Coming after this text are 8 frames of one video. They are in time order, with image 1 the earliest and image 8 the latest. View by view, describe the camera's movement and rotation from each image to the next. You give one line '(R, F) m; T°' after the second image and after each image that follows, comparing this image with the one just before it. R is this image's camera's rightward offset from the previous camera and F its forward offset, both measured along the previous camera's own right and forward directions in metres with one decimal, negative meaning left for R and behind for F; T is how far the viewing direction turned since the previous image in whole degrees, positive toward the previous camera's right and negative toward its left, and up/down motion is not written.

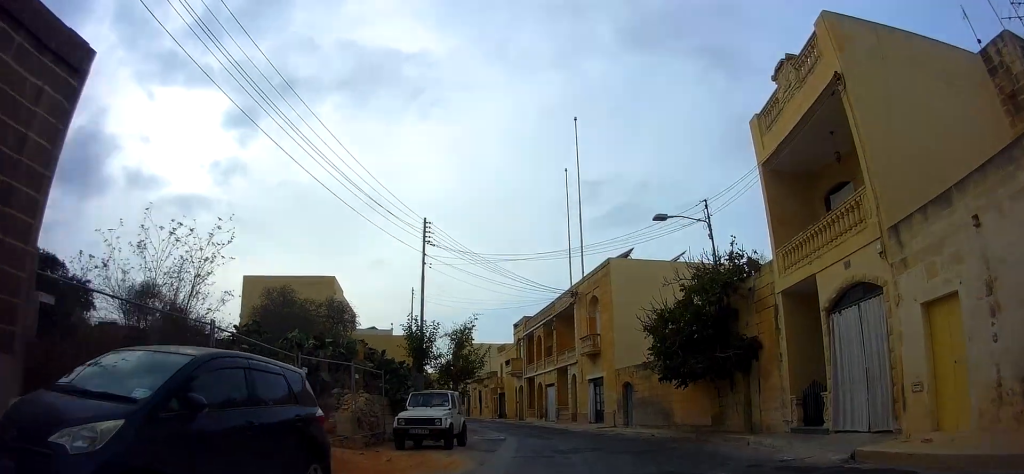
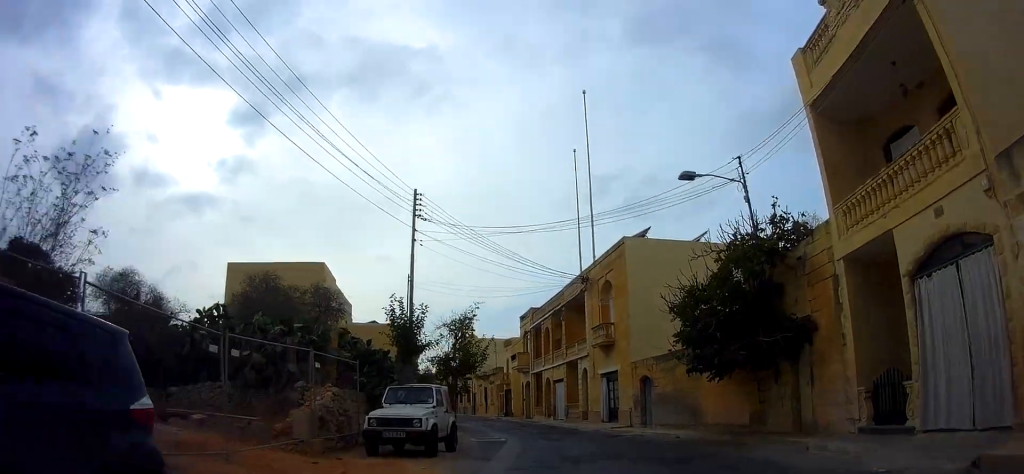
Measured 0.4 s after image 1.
(0.0, +3.0) m; 0°
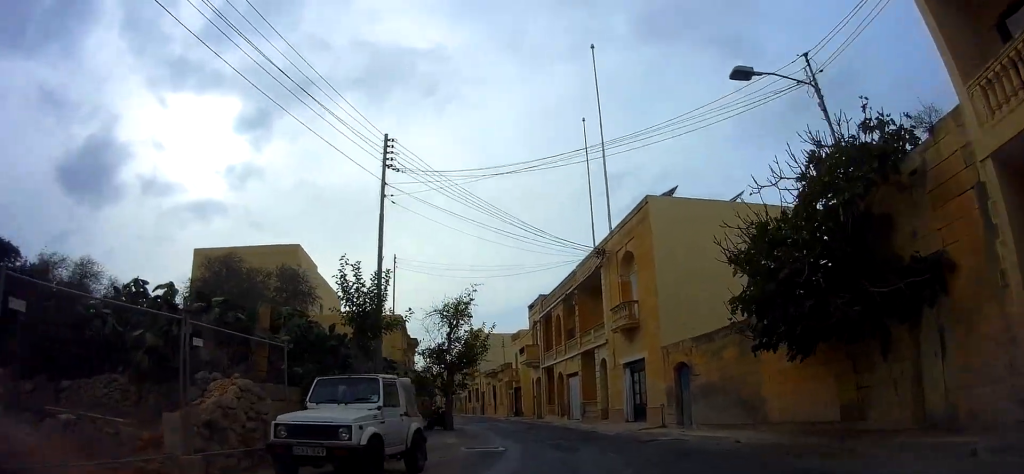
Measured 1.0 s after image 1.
(0.0, +4.8) m; 0°
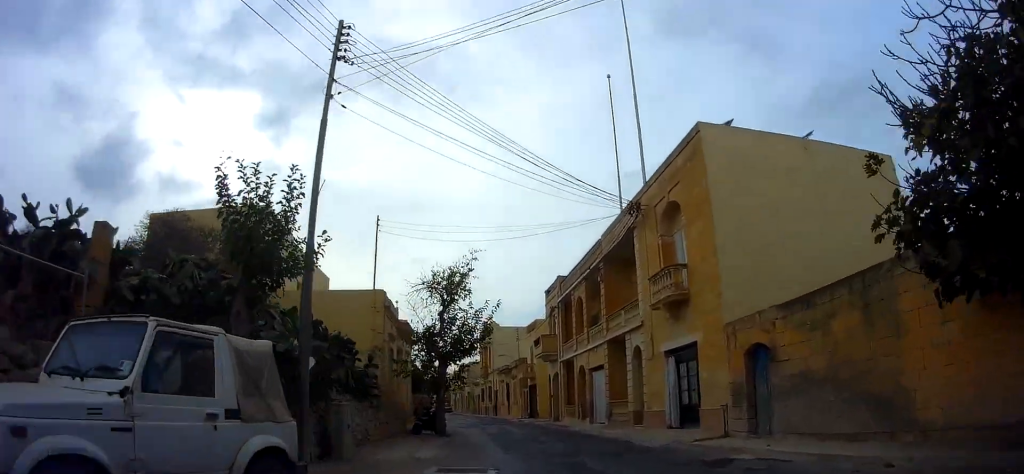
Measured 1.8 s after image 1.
(0.0, +5.8) m; 0°
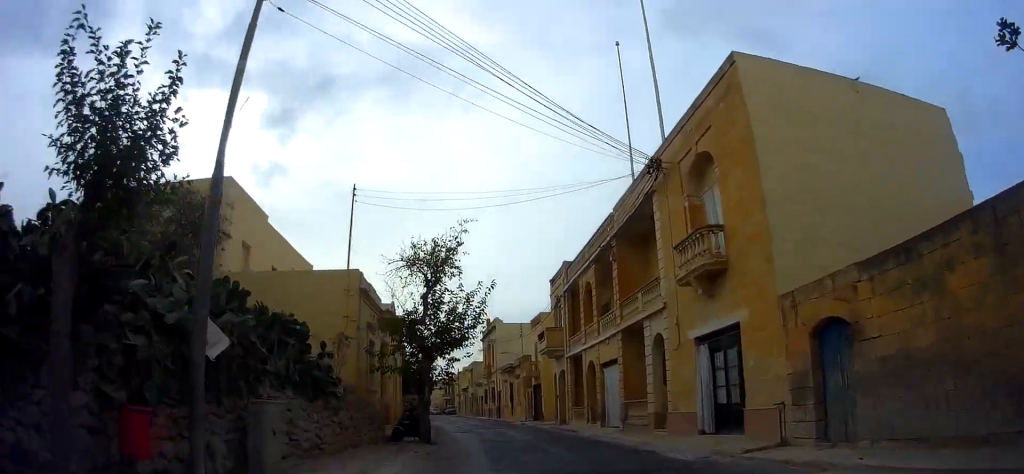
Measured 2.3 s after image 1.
(0.0, +3.4) m; 0°
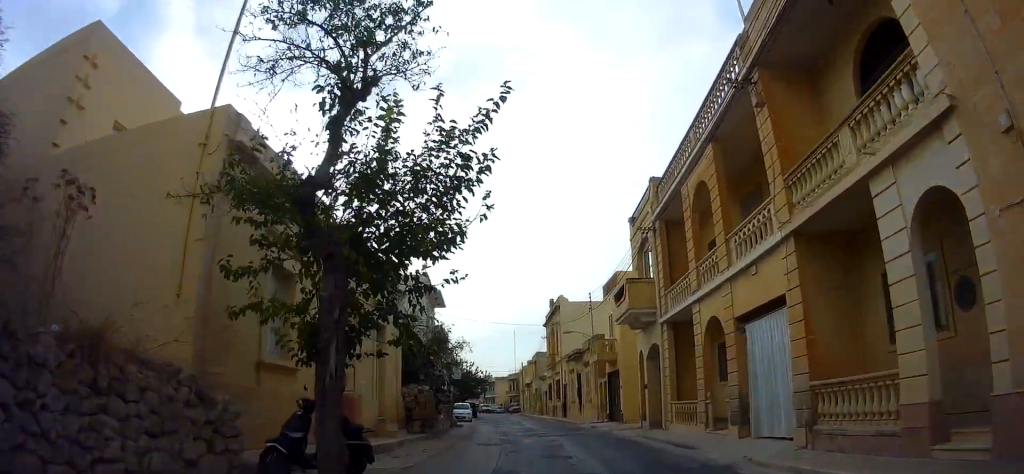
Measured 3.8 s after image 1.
(0.0, +11.4) m; -8°
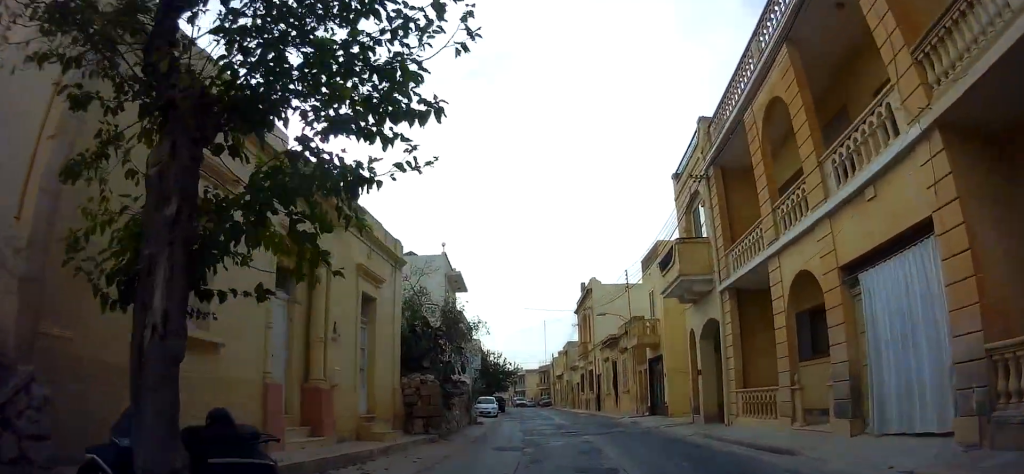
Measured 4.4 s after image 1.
(-0.5, +3.7) m; -4°
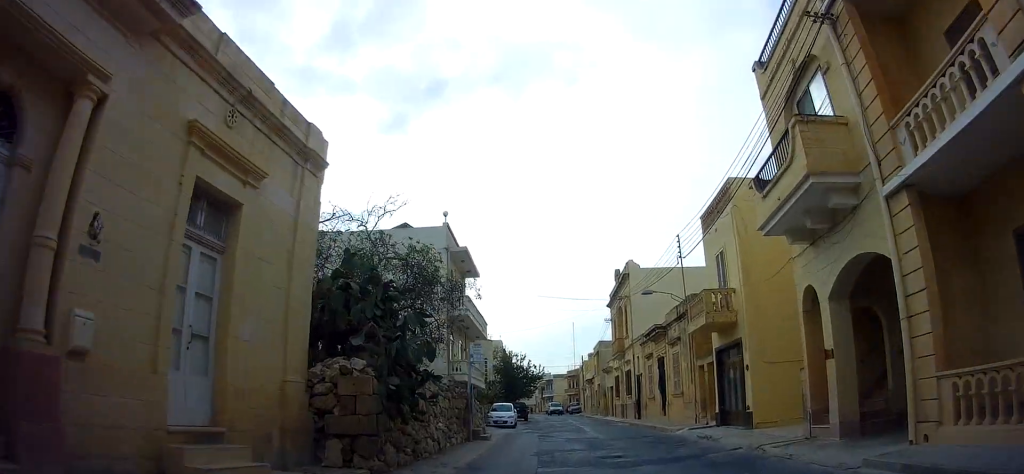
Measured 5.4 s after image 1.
(-0.4, +7.5) m; -4°
